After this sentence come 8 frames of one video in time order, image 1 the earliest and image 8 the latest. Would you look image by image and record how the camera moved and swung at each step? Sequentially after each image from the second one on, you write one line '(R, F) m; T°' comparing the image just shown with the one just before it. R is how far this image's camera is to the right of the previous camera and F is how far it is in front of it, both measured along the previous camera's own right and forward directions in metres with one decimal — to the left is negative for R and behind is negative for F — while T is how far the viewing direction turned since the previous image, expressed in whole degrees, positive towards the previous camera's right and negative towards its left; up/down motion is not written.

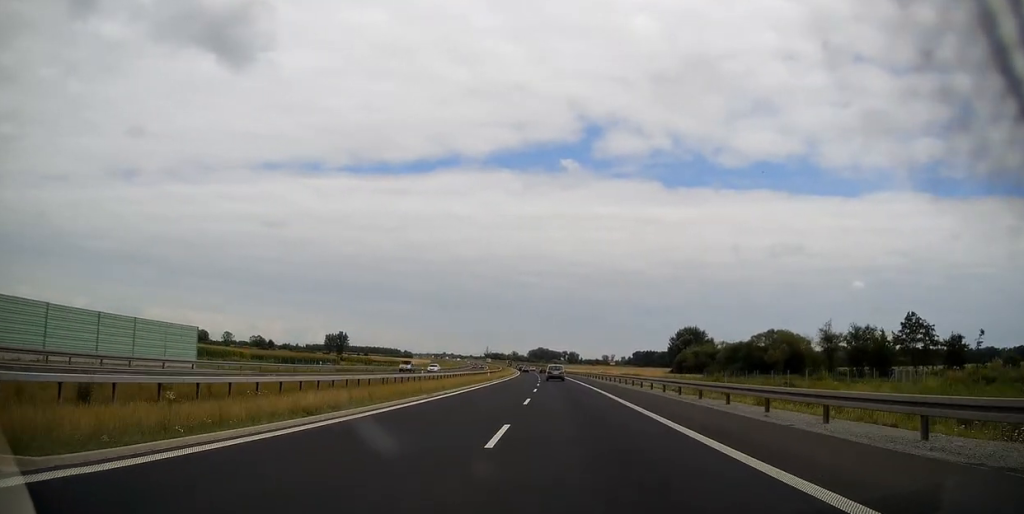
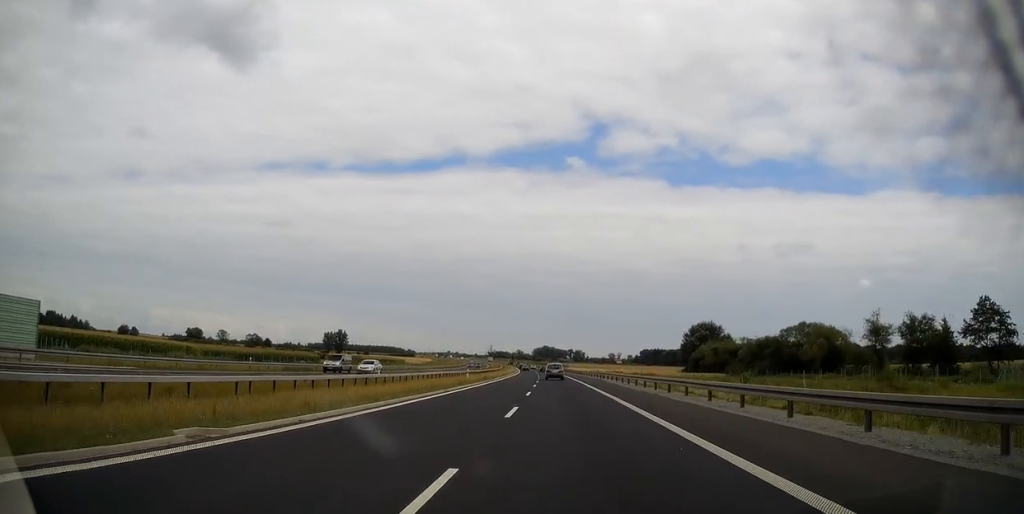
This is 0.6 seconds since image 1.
(-0.2, +18.2) m; -1°
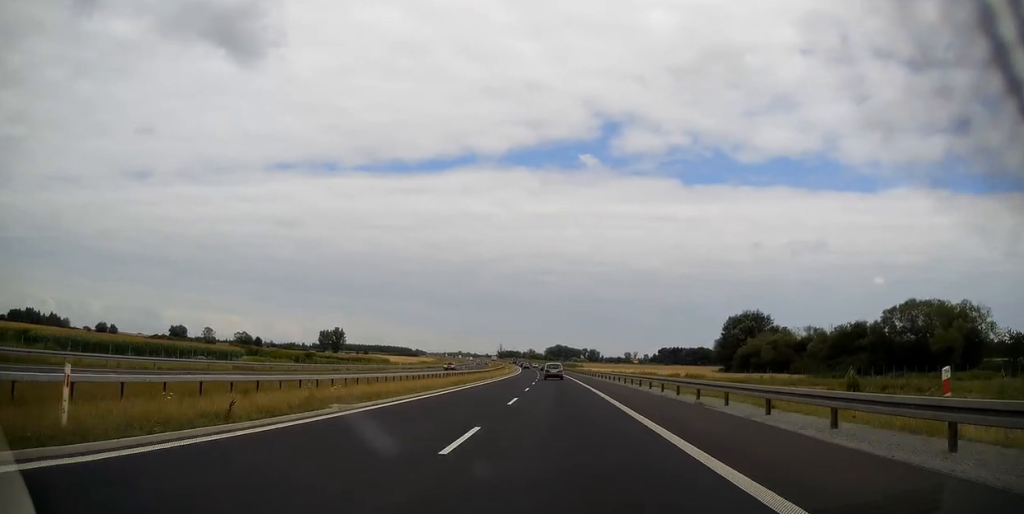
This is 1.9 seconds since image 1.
(-0.4, +43.0) m; -1°
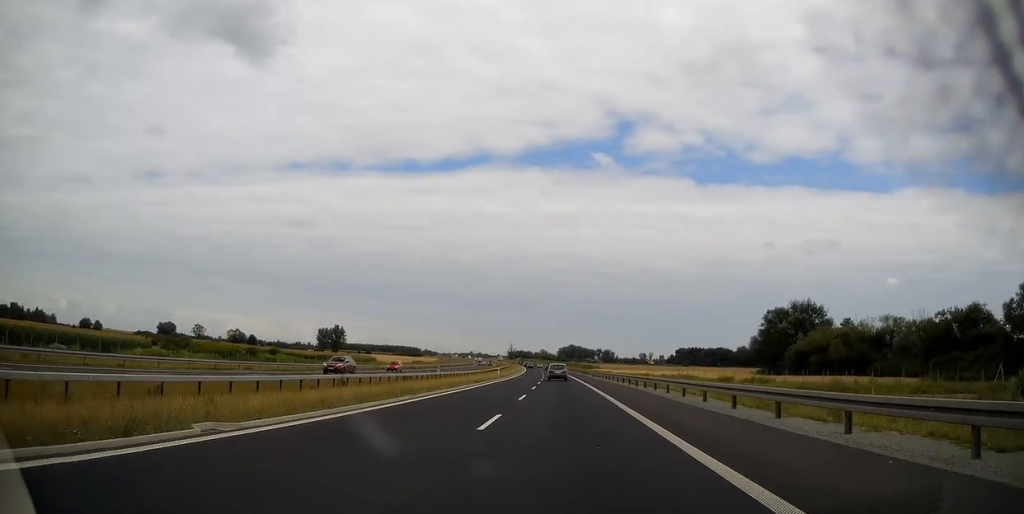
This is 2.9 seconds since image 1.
(-0.3, +32.3) m; -1°
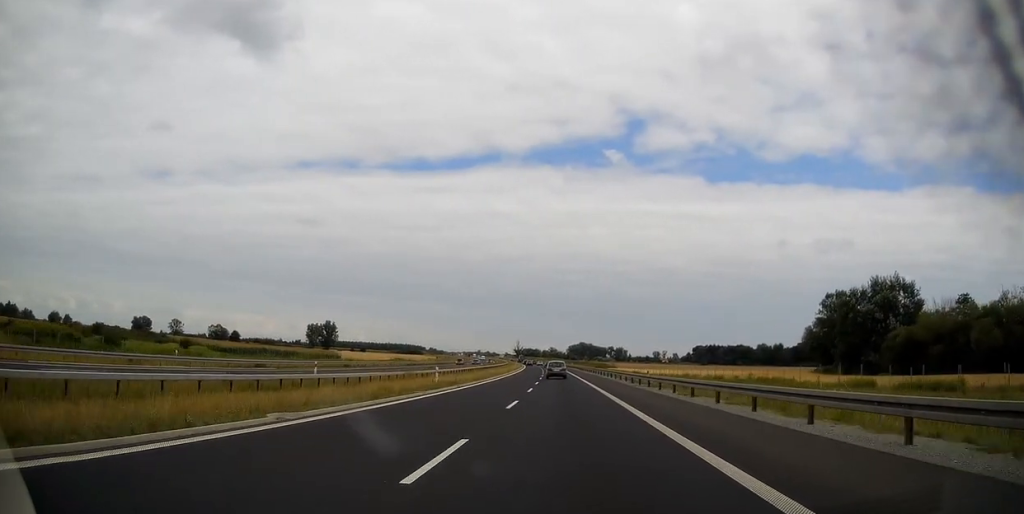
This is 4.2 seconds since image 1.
(-0.4, +41.0) m; -1°
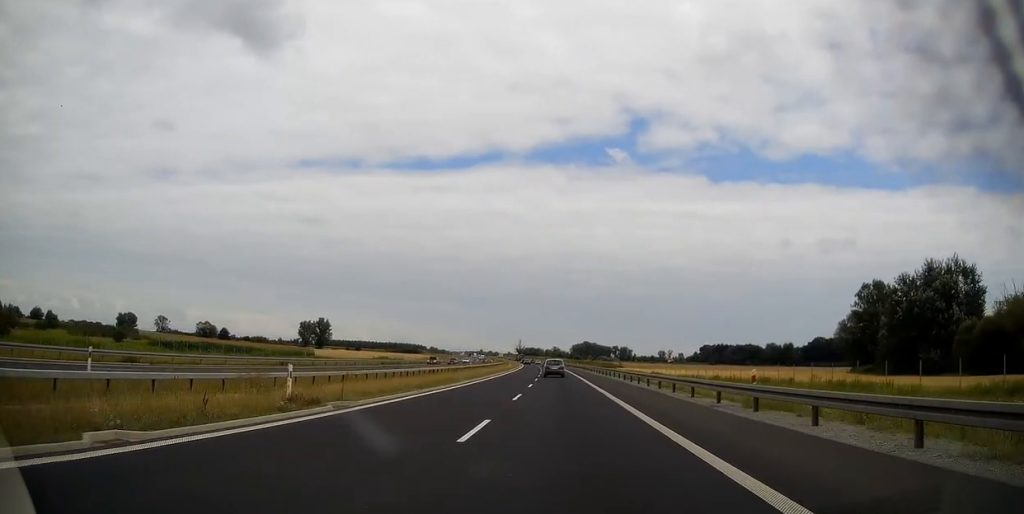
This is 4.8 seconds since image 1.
(-0.1, +20.5) m; 0°
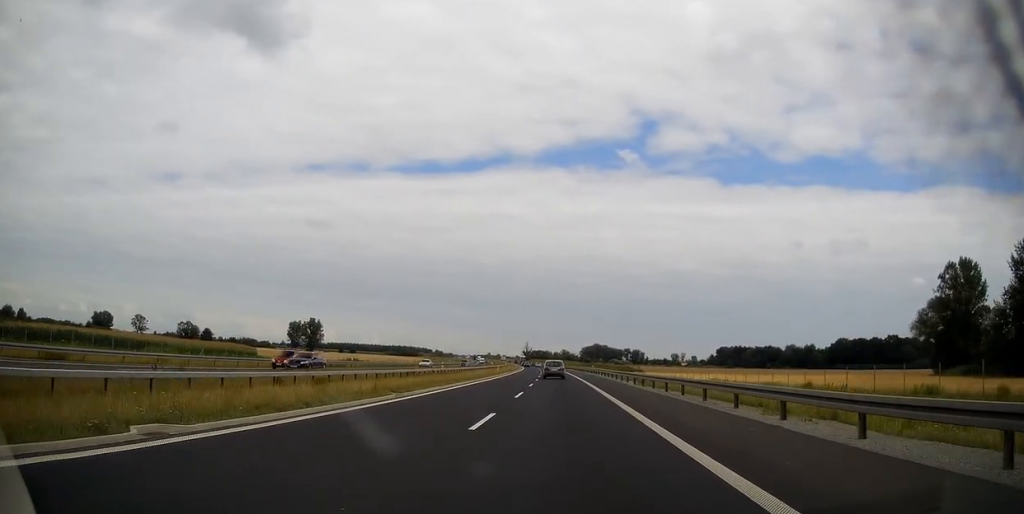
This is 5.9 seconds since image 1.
(-0.1, +34.3) m; -1°
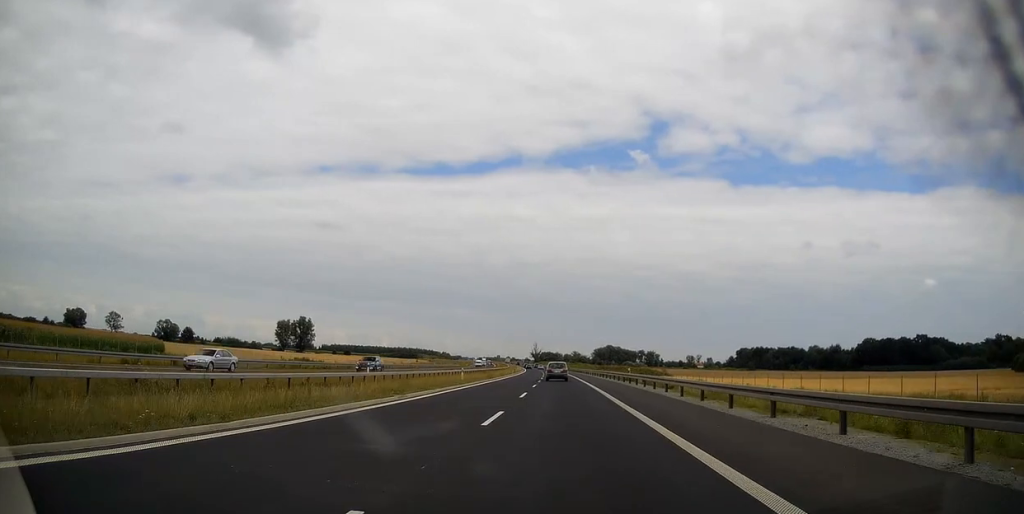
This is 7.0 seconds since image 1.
(-0.4, +35.1) m; -1°
